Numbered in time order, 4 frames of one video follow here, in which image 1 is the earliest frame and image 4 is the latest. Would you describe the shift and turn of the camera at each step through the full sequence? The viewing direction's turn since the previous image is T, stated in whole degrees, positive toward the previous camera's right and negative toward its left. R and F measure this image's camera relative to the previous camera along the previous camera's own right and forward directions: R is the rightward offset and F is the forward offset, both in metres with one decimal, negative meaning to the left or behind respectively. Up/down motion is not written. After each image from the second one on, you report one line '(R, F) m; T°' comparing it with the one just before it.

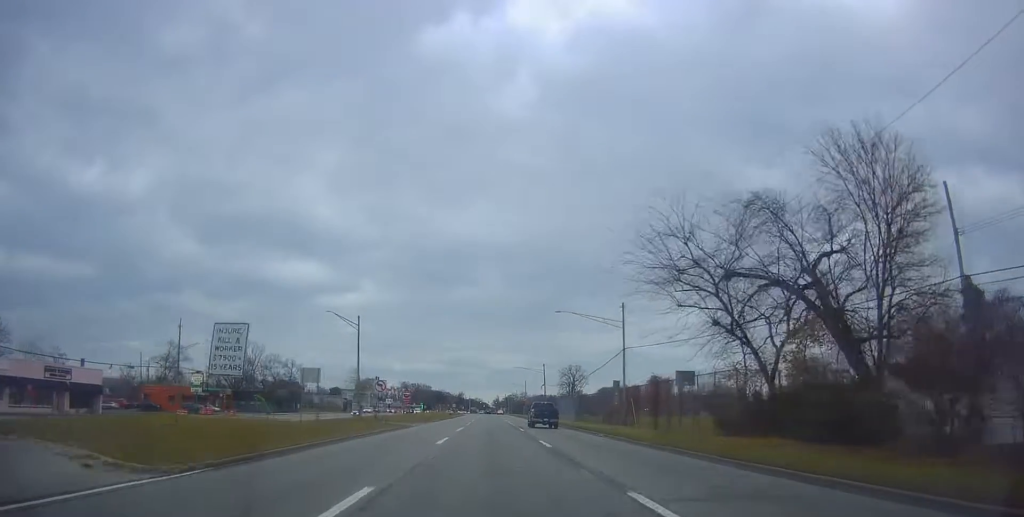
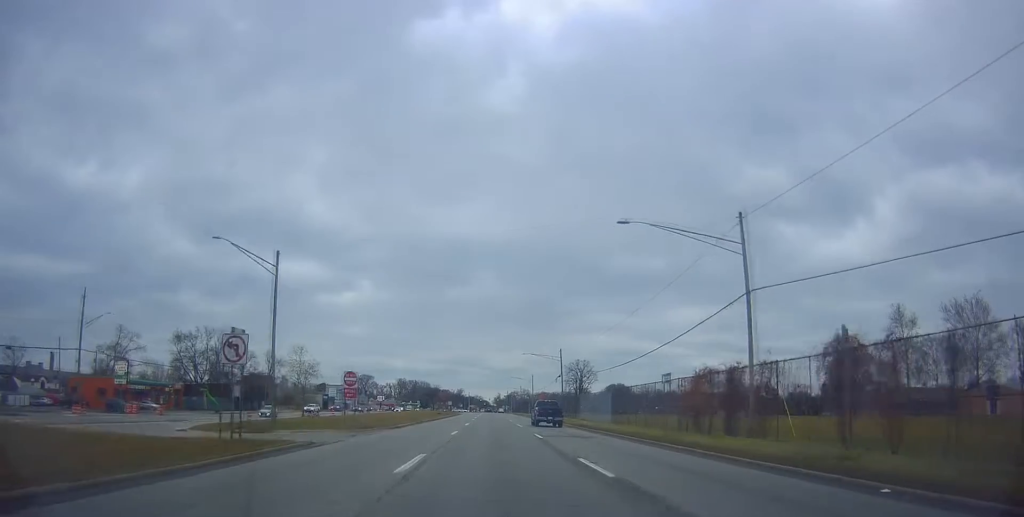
(+0.7, +25.3) m; +3°
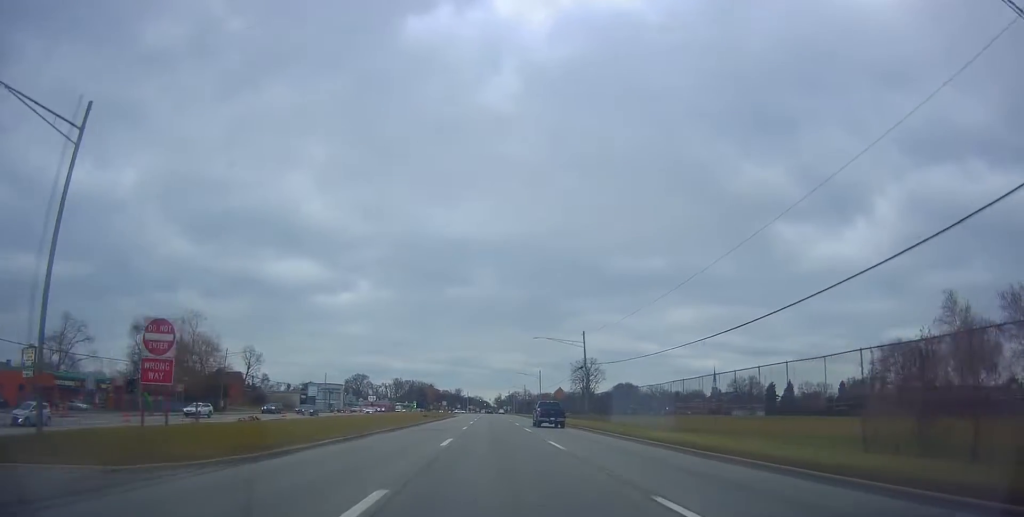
(+0.2, +21.7) m; 0°
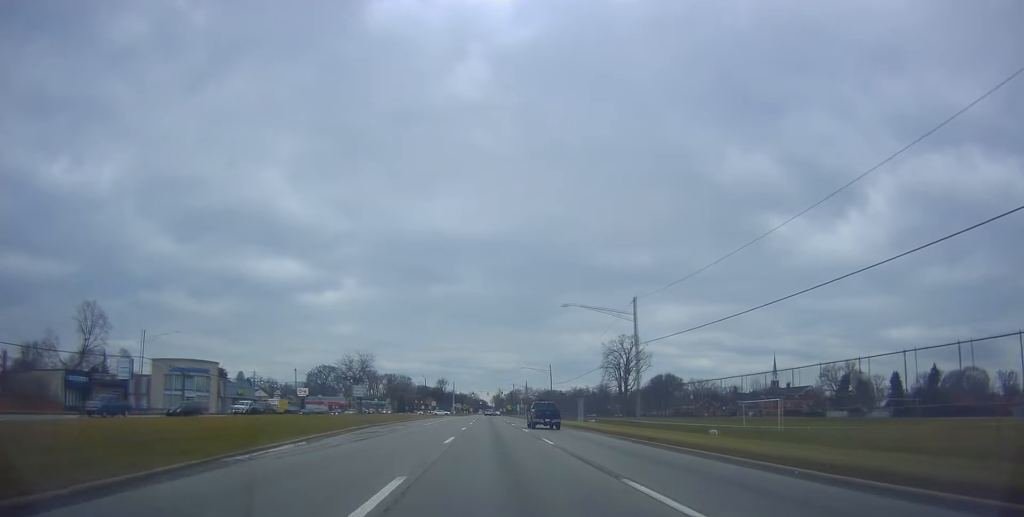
(-0.8, +91.1) m; 0°
